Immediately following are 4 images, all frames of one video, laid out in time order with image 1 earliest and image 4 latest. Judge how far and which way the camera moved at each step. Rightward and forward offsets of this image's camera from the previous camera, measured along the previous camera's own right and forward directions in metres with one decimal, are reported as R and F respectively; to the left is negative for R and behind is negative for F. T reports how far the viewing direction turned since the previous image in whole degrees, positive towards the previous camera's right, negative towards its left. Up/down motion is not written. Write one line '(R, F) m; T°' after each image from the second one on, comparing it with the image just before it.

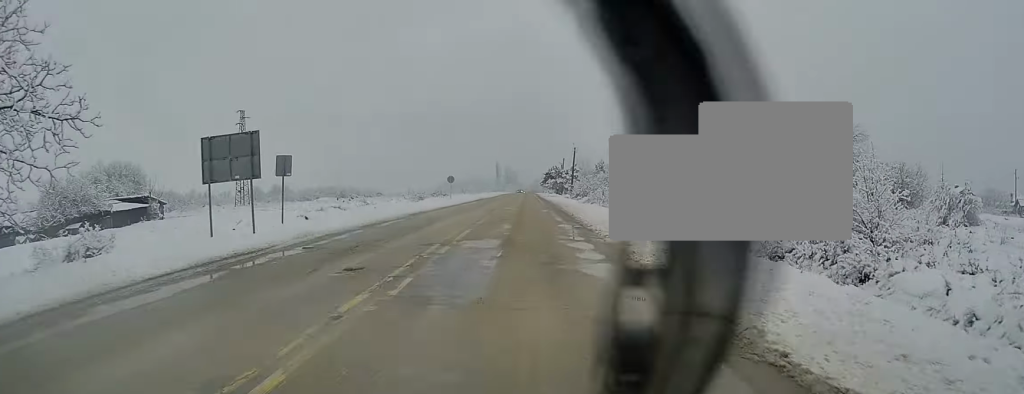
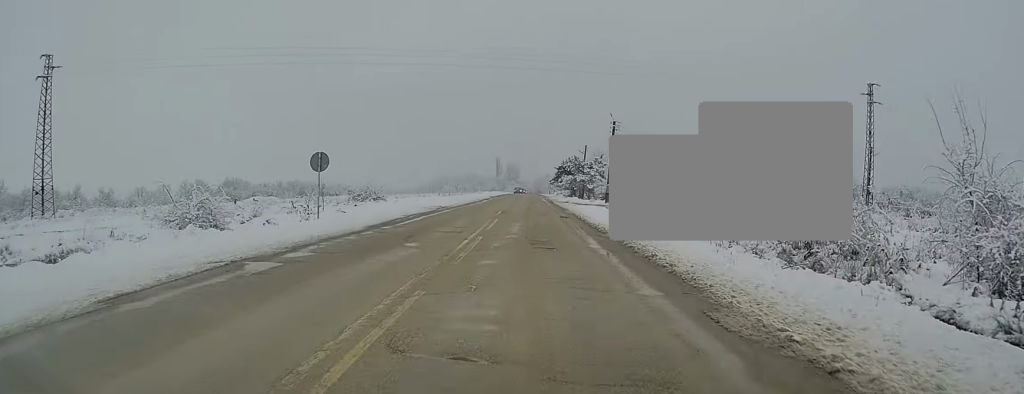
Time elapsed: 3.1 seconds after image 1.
(-0.3, +47.8) m; 0°
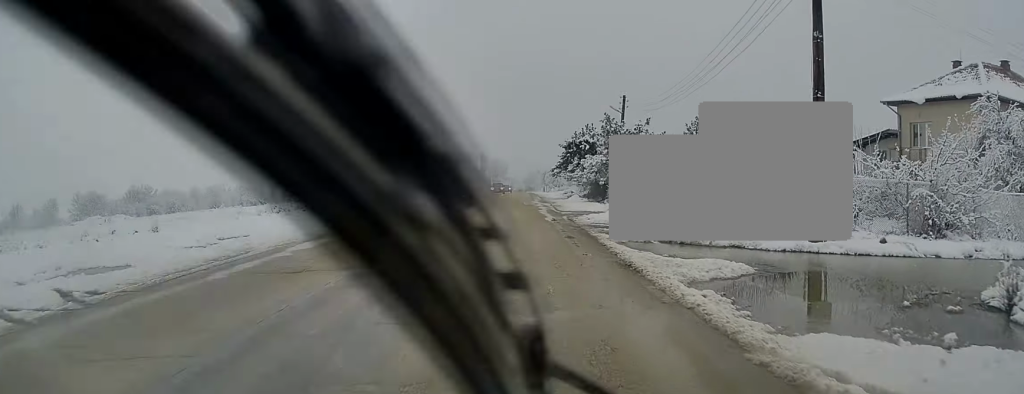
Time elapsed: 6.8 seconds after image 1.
(0.0, +51.0) m; 0°
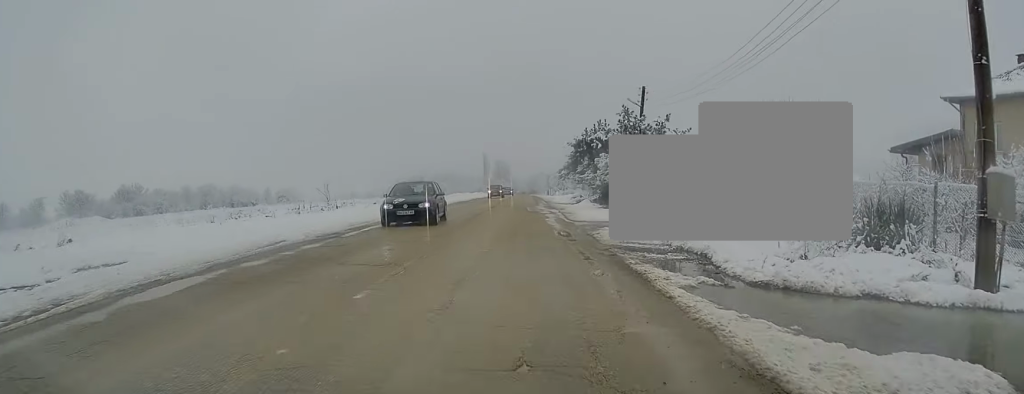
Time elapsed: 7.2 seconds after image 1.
(-0.1, +6.3) m; 0°
